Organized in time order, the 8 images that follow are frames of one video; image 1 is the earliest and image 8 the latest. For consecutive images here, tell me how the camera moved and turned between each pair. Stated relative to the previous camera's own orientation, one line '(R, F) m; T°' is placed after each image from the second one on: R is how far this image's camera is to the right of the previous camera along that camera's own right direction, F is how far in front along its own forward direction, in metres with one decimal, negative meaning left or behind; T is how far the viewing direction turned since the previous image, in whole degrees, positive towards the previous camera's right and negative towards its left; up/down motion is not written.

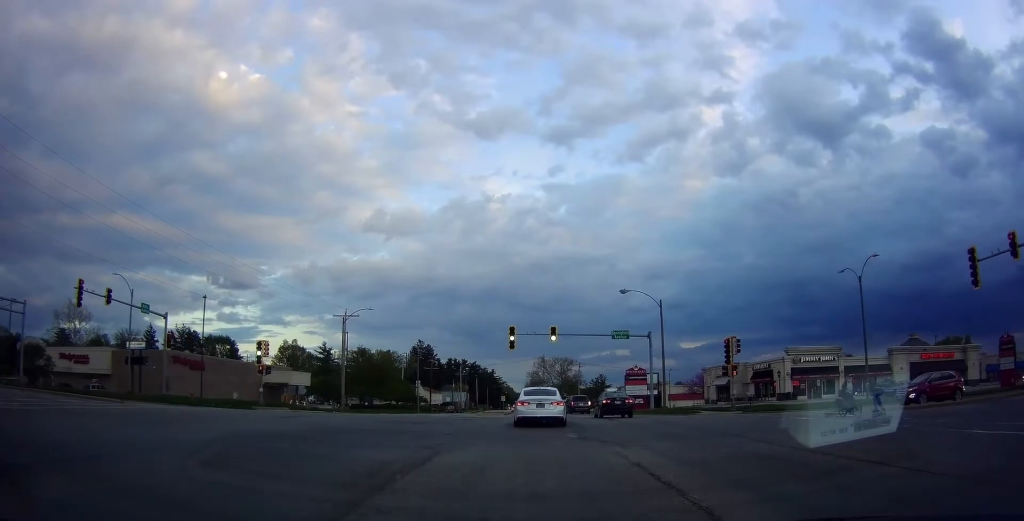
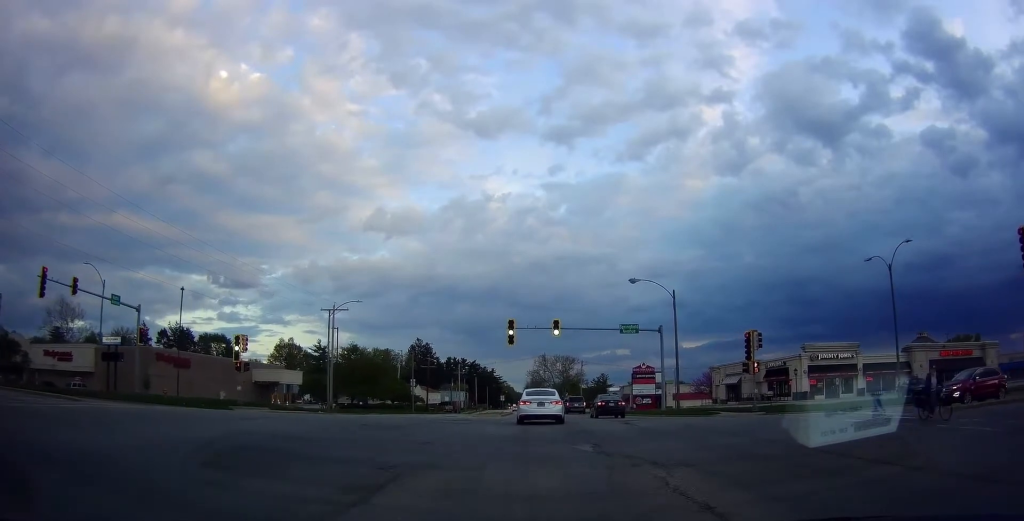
(-0.1, +3.7) m; -2°
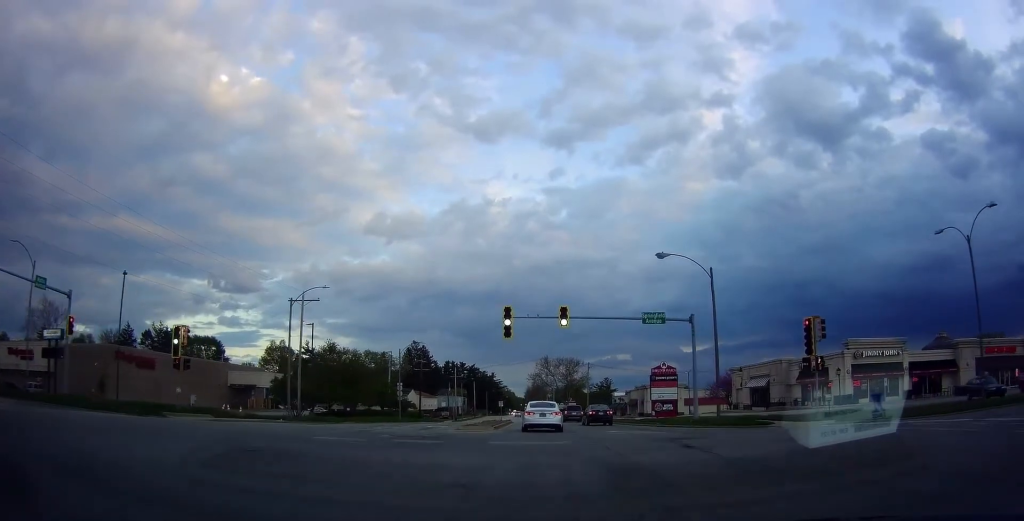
(0.0, +8.6) m; 0°
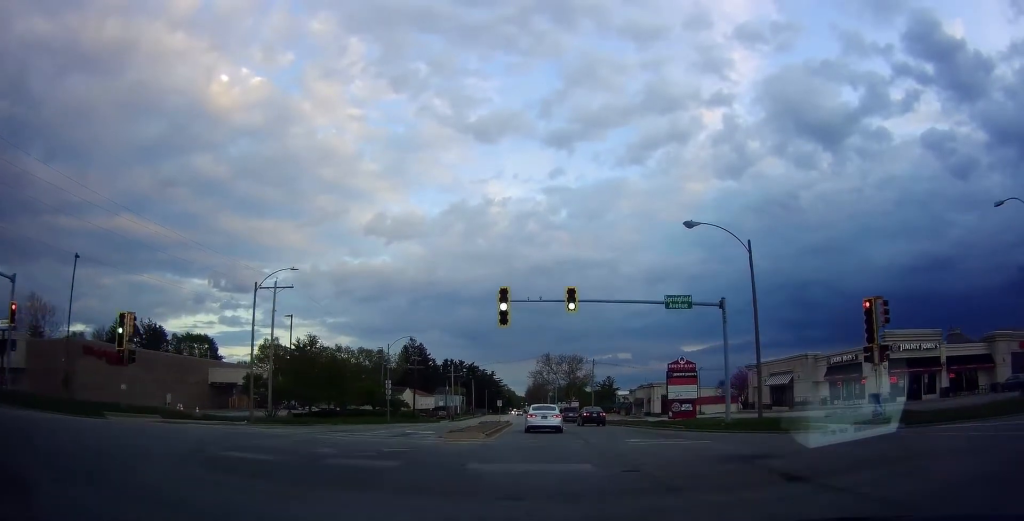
(0.0, +5.8) m; 0°
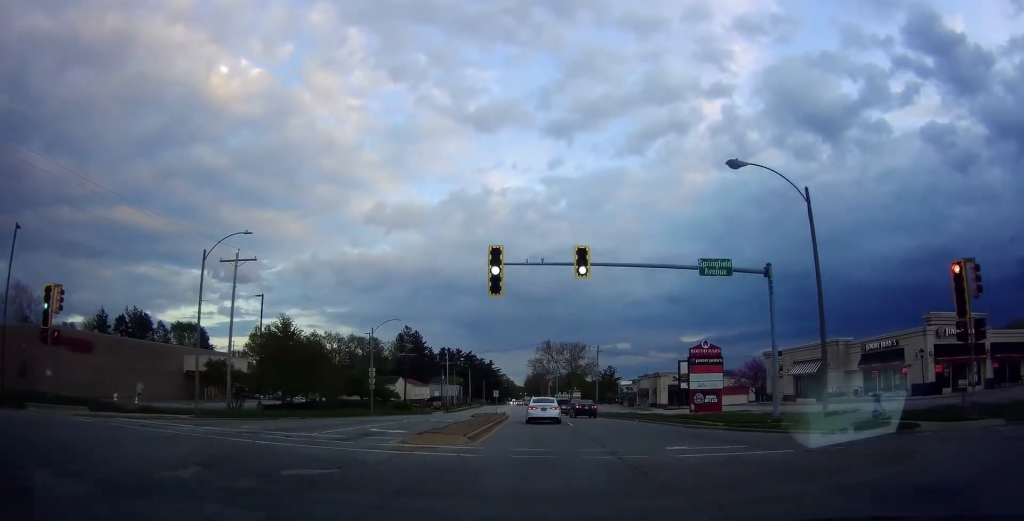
(0.0, +6.4) m; 0°
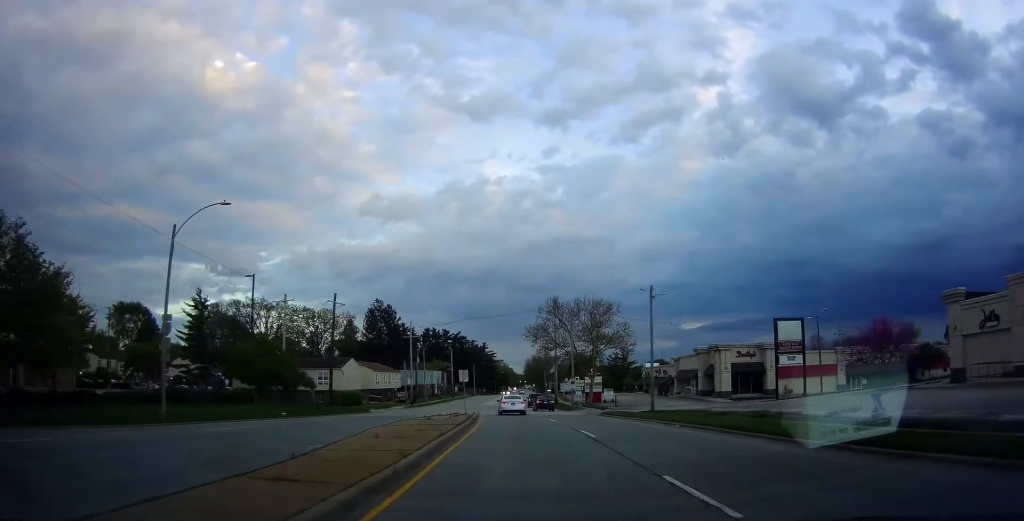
(0.0, +34.6) m; 0°
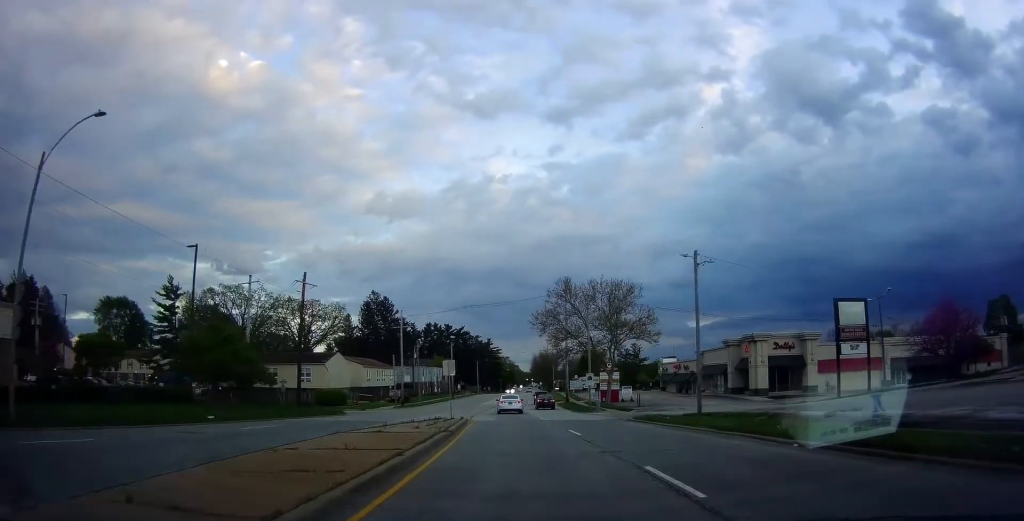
(0.0, +10.4) m; -2°
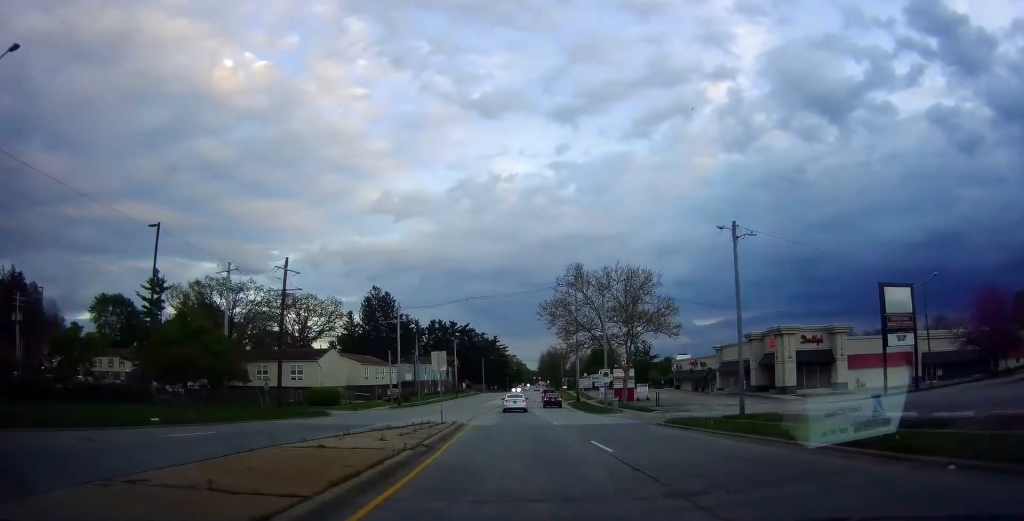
(+0.1, +5.7) m; -1°
